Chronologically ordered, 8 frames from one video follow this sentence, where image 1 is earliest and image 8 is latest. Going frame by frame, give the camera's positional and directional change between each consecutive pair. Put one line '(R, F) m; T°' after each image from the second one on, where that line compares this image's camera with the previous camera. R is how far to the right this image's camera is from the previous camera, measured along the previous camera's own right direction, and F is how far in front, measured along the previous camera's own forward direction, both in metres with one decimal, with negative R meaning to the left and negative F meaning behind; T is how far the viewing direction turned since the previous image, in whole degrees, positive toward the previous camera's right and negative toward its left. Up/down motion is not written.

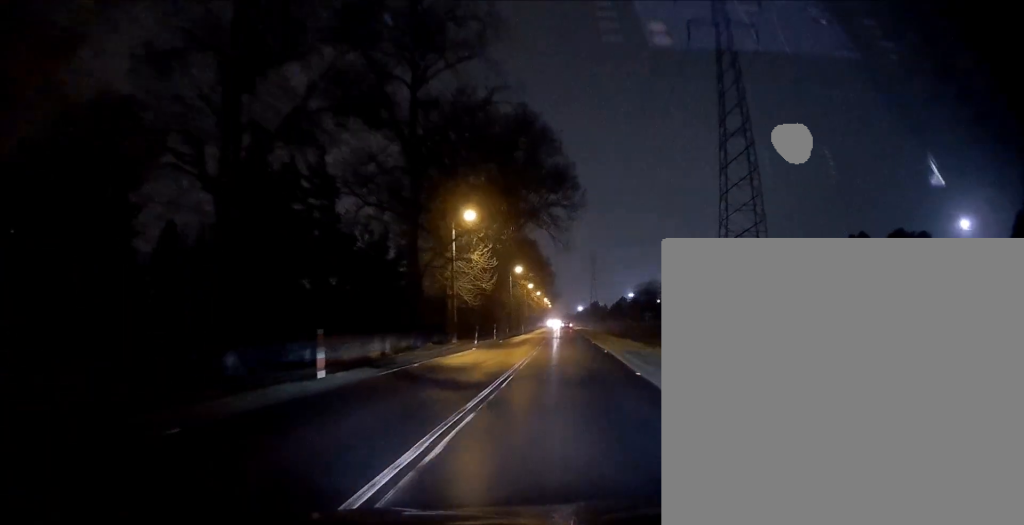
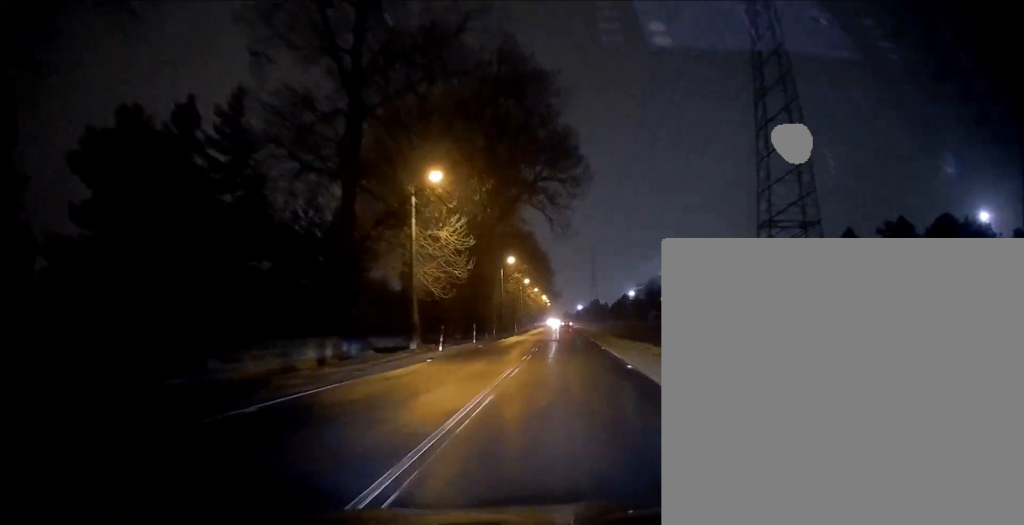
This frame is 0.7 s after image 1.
(0.0, +10.0) m; 0°
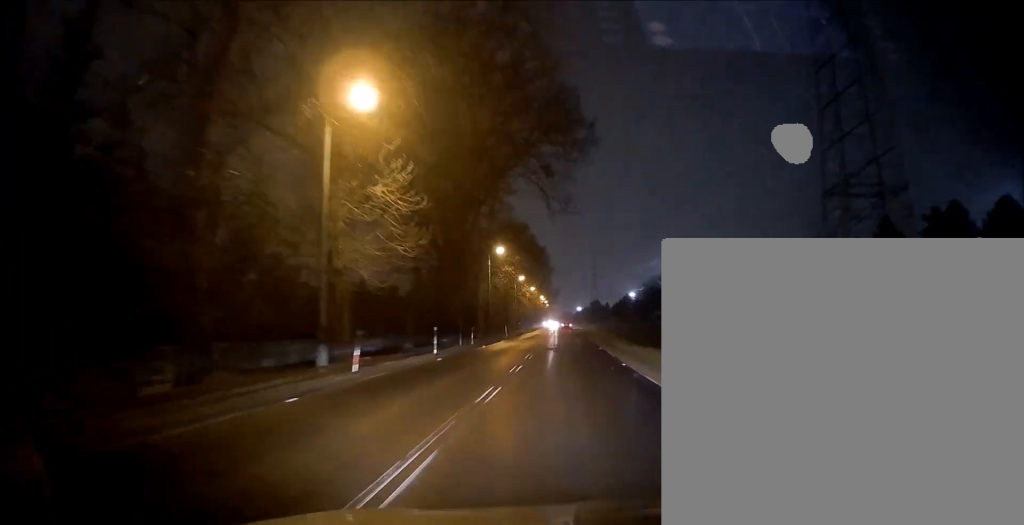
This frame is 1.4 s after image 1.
(0.0, +10.4) m; 0°
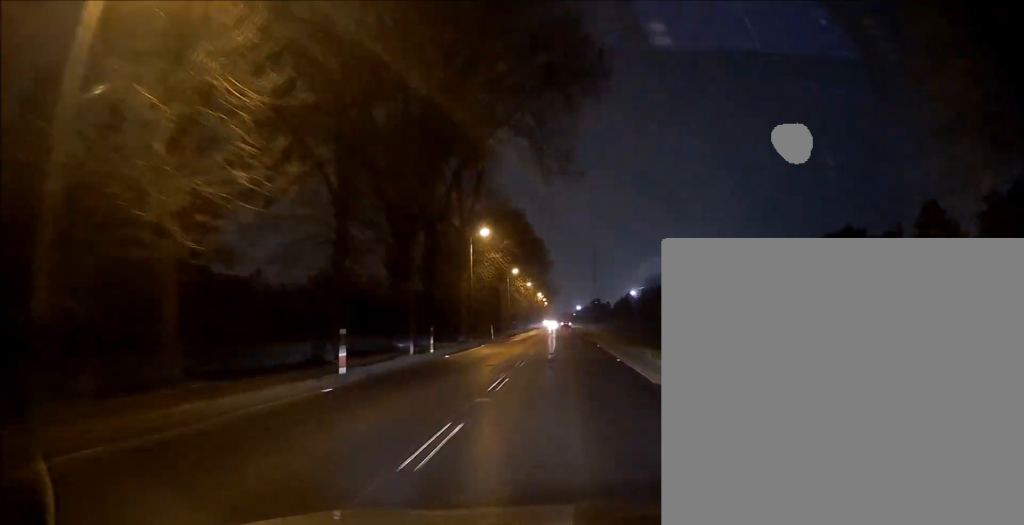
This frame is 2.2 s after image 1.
(0.0, +10.4) m; 0°
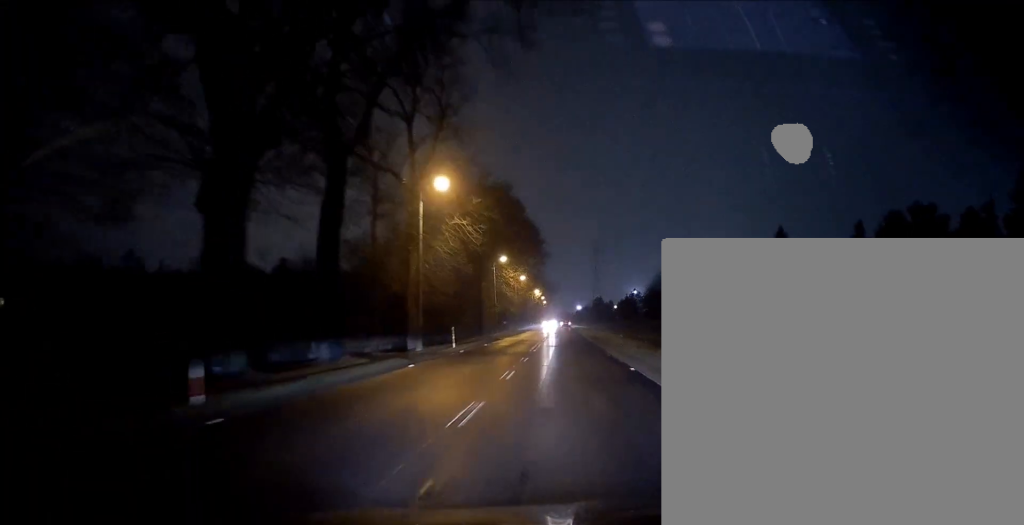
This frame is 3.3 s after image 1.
(0.0, +16.0) m; 0°
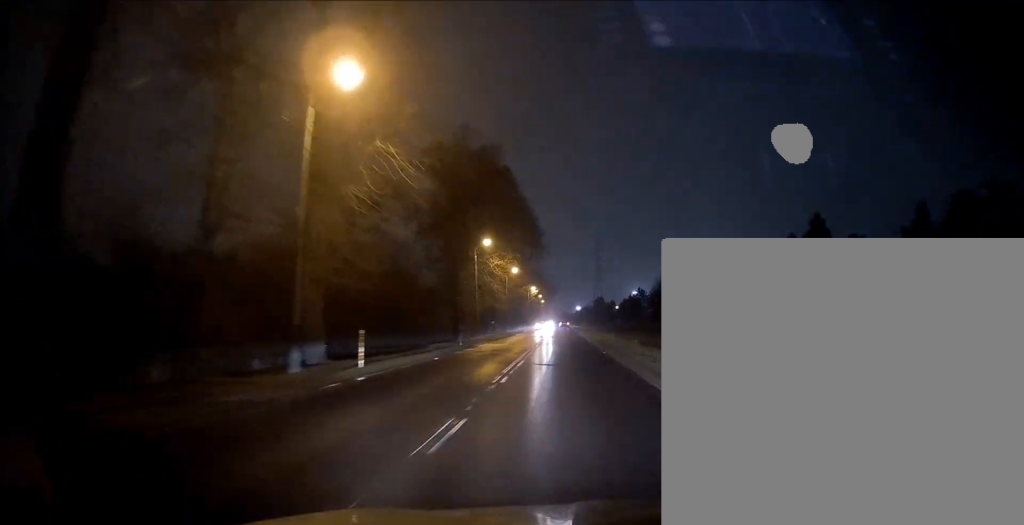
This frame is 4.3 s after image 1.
(0.0, +13.6) m; 0°
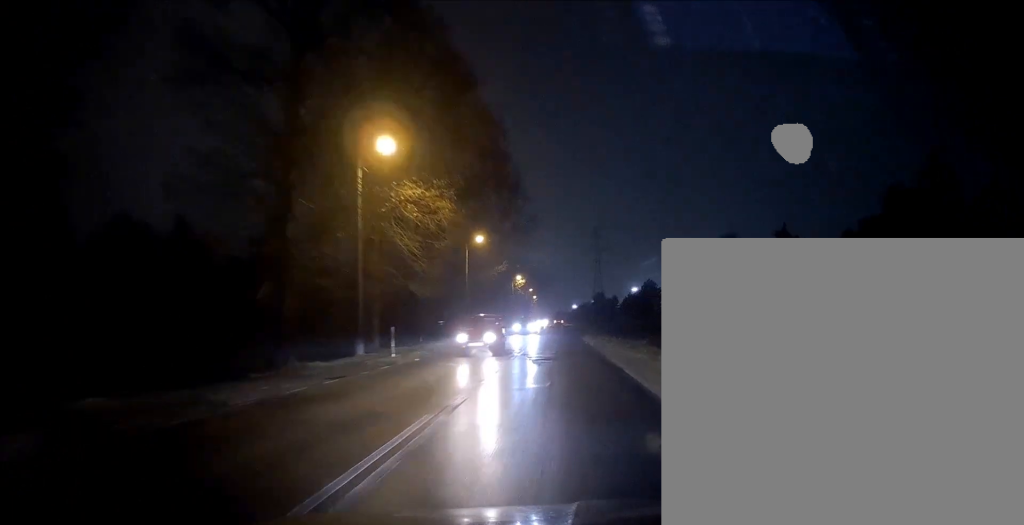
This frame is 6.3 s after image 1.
(+0.1, +28.7) m; 0°
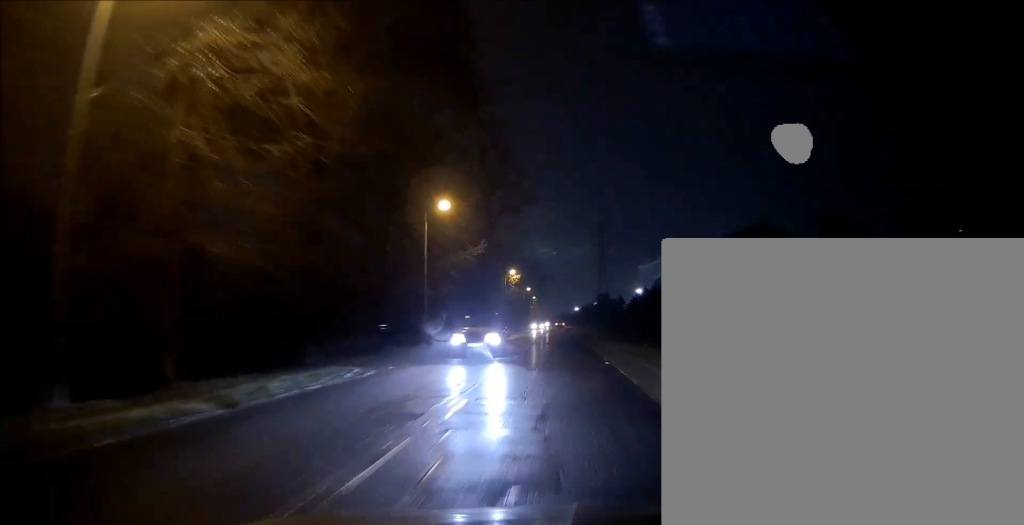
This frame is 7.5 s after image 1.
(0.0, +15.6) m; 0°
